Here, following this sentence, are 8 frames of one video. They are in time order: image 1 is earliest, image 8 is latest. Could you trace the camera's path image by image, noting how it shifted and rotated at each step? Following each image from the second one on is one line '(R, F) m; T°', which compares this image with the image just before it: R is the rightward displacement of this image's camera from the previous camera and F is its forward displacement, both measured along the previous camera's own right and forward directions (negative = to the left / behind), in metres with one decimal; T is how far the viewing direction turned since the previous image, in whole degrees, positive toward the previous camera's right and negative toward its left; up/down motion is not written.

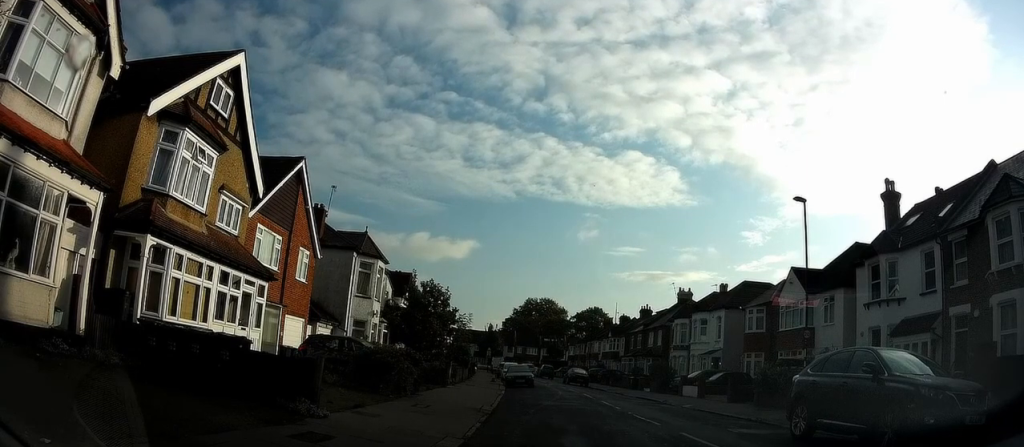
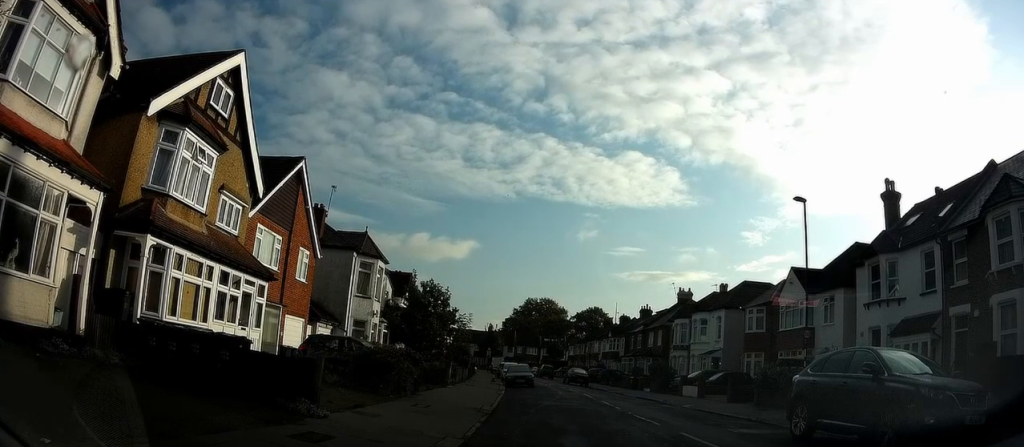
(0.0, 0.0) m; 0°
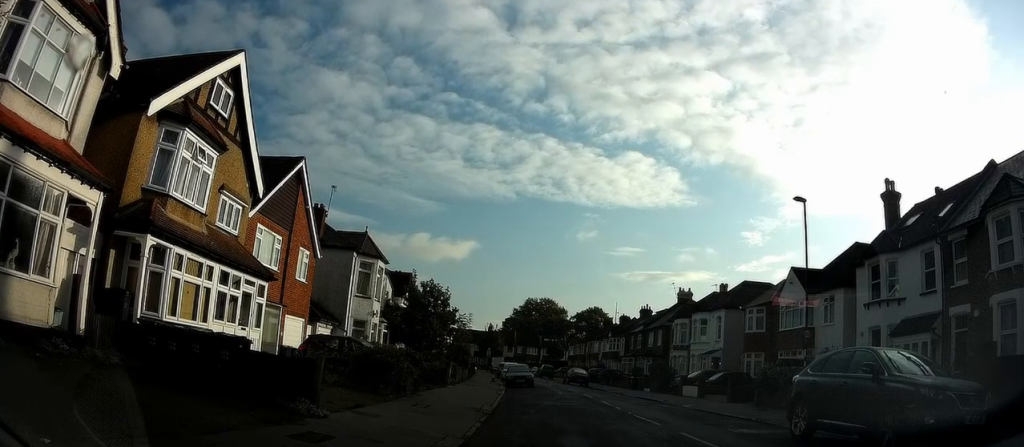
(0.0, 0.0) m; 0°
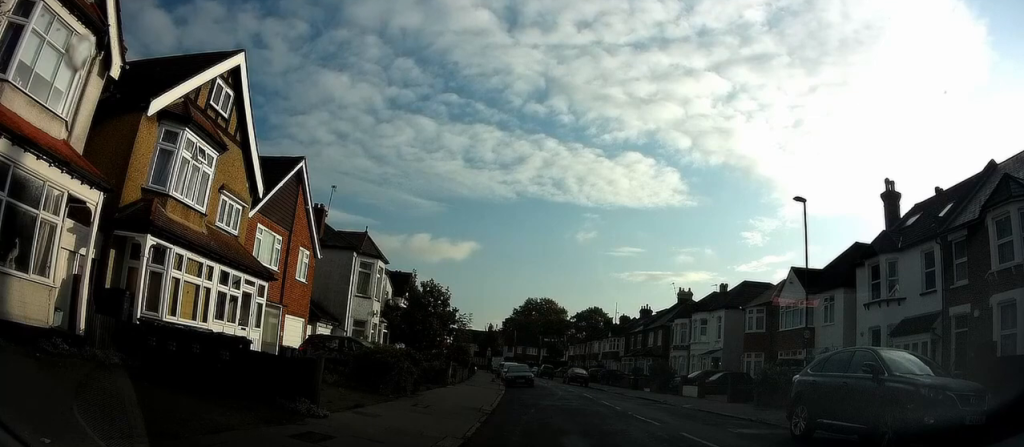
(0.0, 0.0) m; 0°
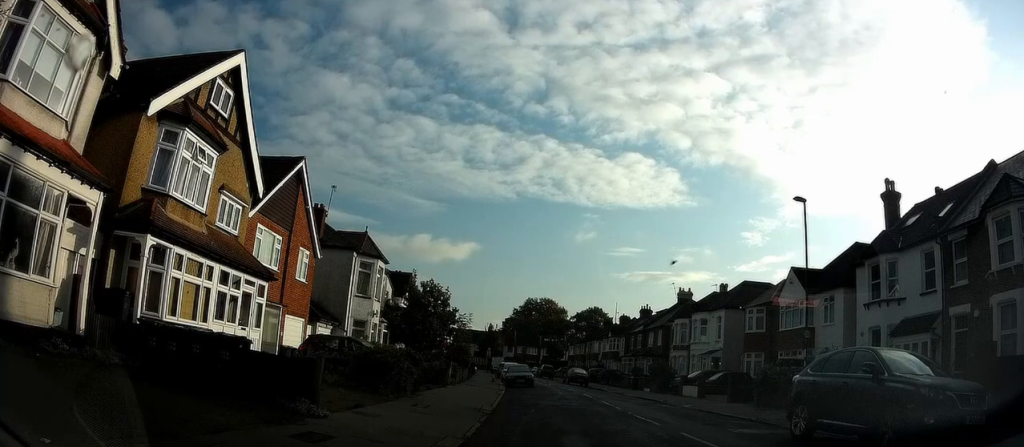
(0.0, 0.0) m; 0°
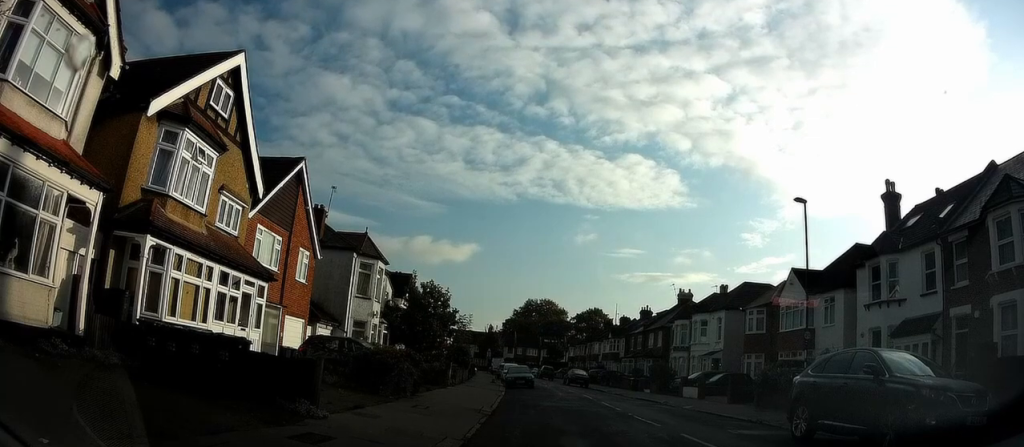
(0.0, 0.0) m; 0°
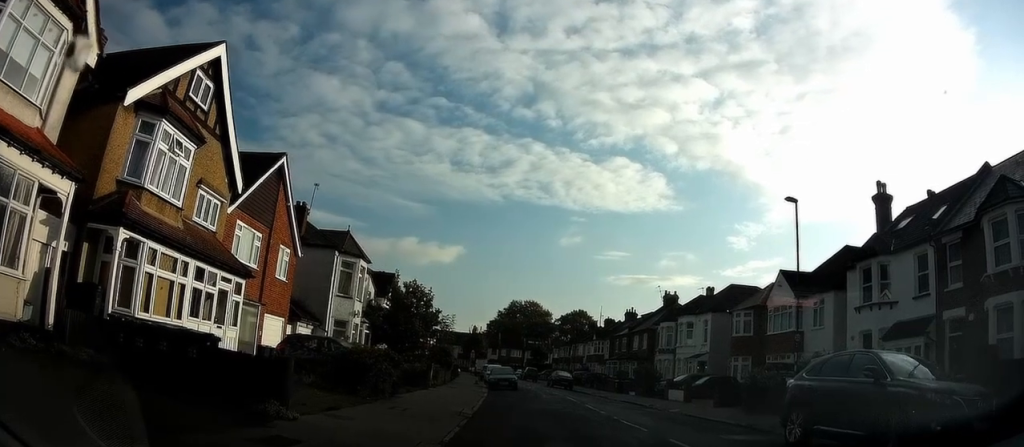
(+0.2, +0.4) m; +6°
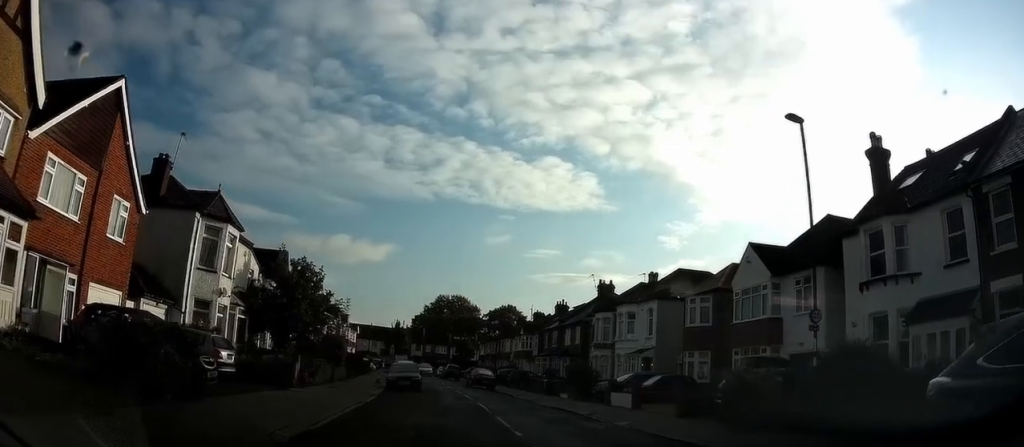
(+1.5, +5.8) m; +10°
